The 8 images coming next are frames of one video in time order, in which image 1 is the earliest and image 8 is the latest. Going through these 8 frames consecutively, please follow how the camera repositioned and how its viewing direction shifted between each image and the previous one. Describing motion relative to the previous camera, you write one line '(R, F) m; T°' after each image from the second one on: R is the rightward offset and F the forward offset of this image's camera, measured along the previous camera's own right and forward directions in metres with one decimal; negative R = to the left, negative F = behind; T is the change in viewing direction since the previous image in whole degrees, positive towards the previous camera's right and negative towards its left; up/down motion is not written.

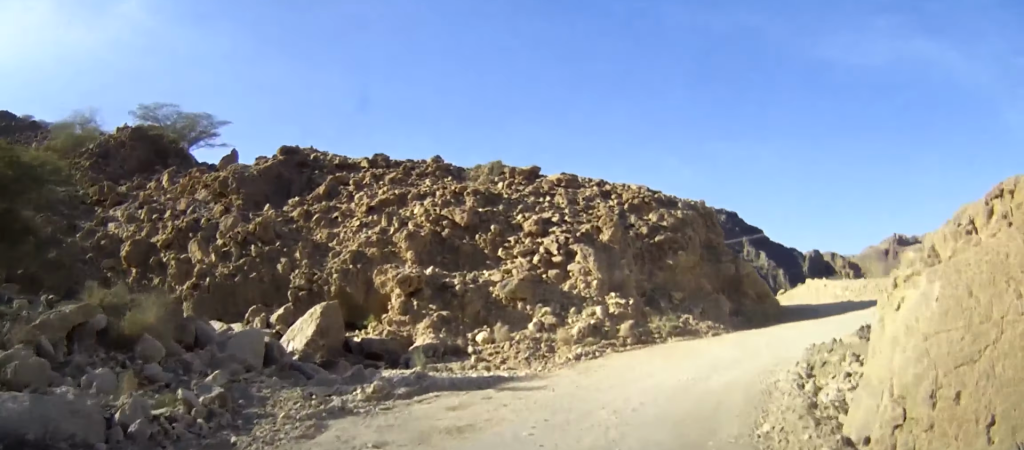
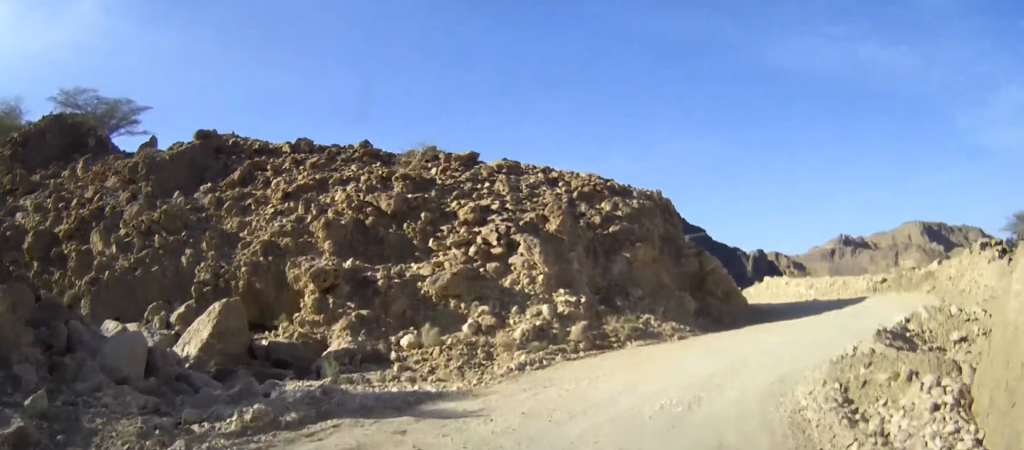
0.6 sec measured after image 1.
(0.0, +4.0) m; +5°
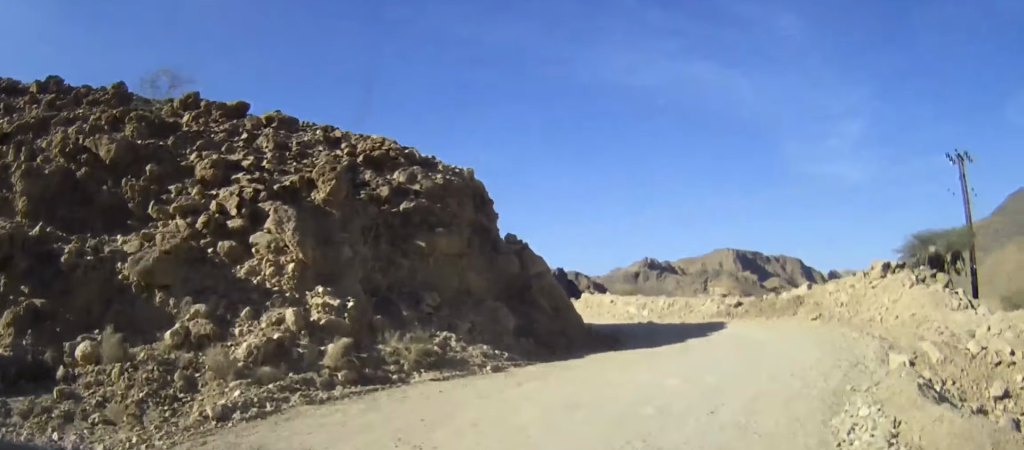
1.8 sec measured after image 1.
(+1.0, +7.4) m; +16°
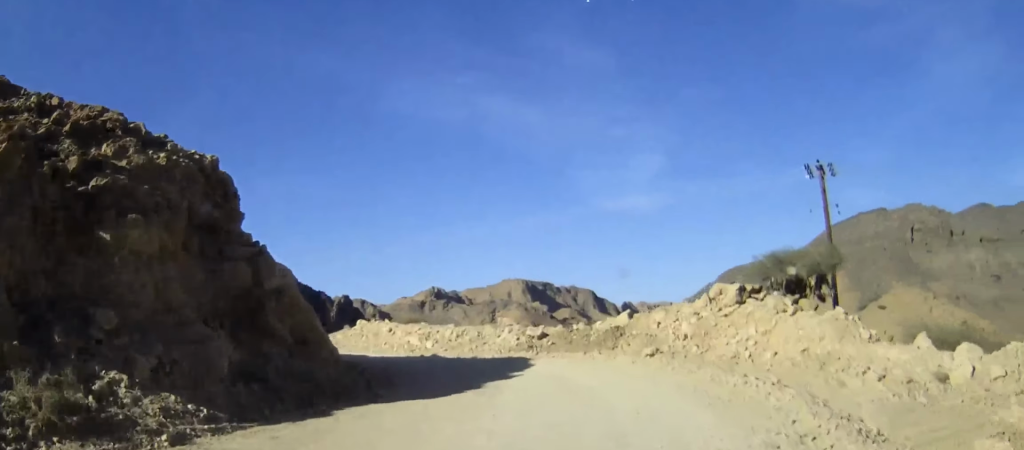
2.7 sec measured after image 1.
(+0.7, +5.9) m; +14°
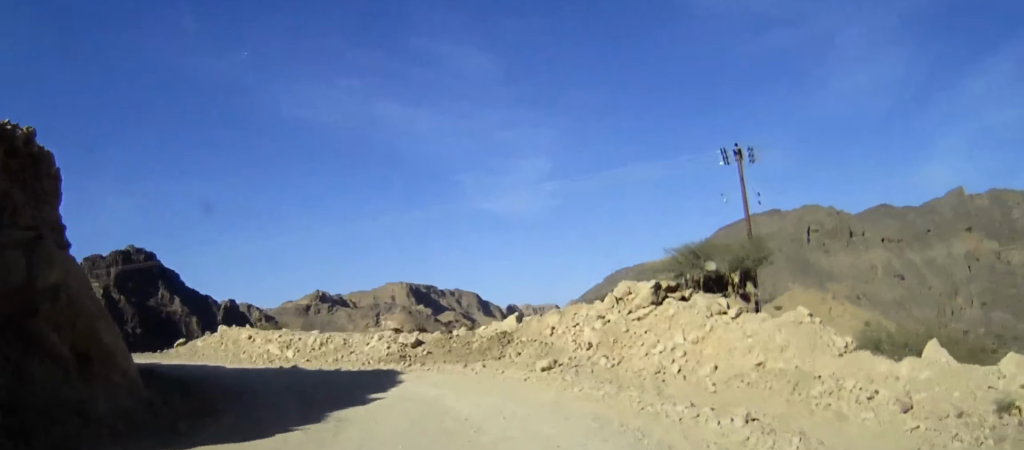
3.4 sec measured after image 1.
(+0.4, +4.3) m; +8°
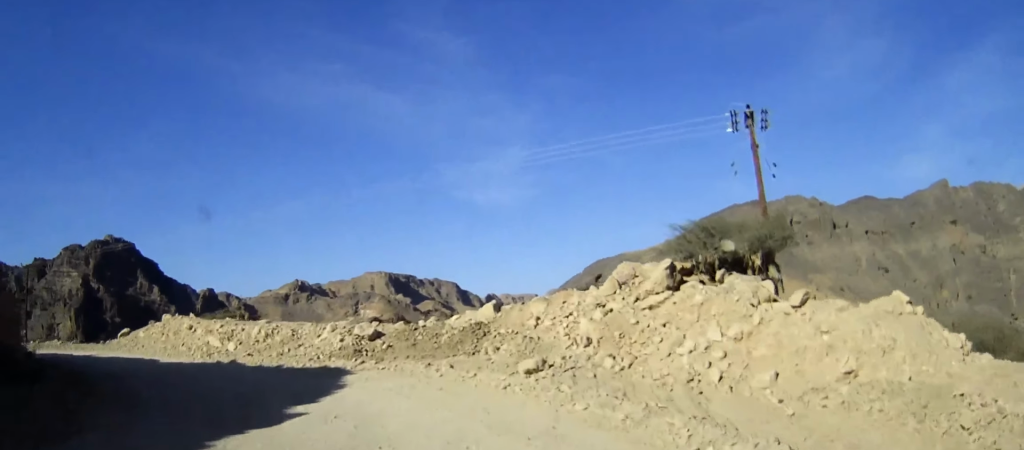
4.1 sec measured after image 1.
(+0.3, +4.8) m; +2°
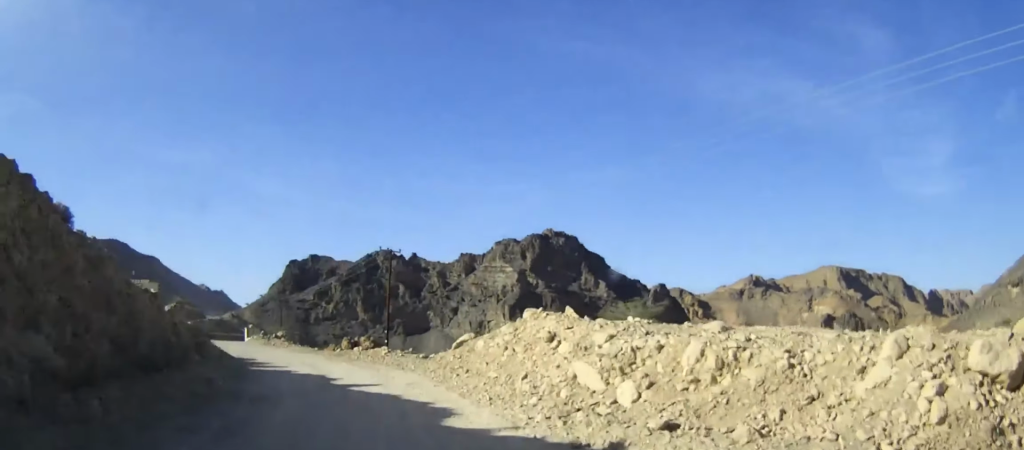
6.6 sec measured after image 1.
(-4.2, +14.4) m; -33°
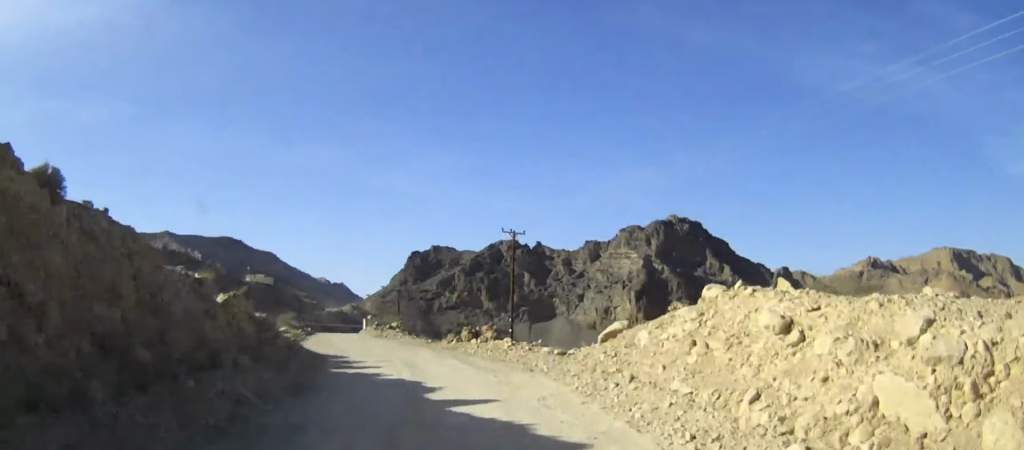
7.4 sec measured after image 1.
(0.0, +5.1) m; 0°
